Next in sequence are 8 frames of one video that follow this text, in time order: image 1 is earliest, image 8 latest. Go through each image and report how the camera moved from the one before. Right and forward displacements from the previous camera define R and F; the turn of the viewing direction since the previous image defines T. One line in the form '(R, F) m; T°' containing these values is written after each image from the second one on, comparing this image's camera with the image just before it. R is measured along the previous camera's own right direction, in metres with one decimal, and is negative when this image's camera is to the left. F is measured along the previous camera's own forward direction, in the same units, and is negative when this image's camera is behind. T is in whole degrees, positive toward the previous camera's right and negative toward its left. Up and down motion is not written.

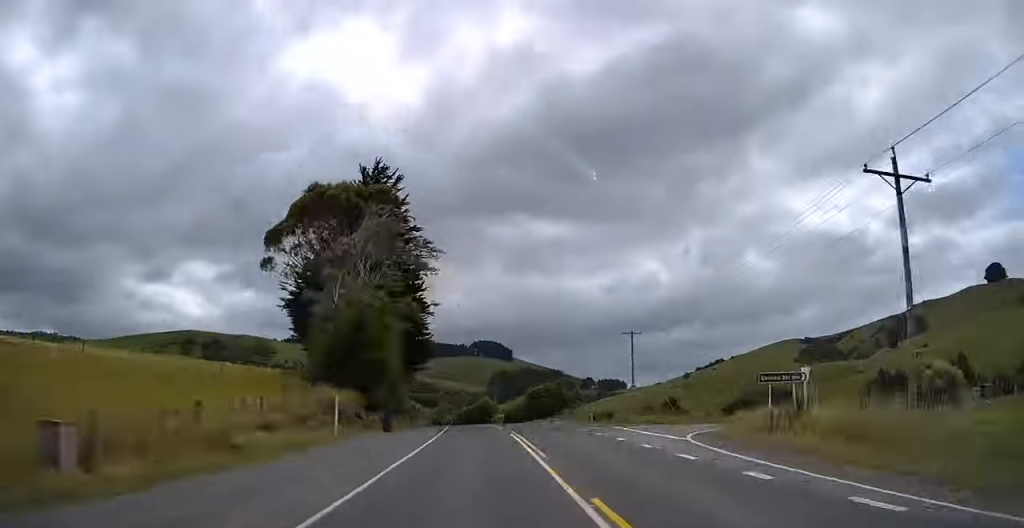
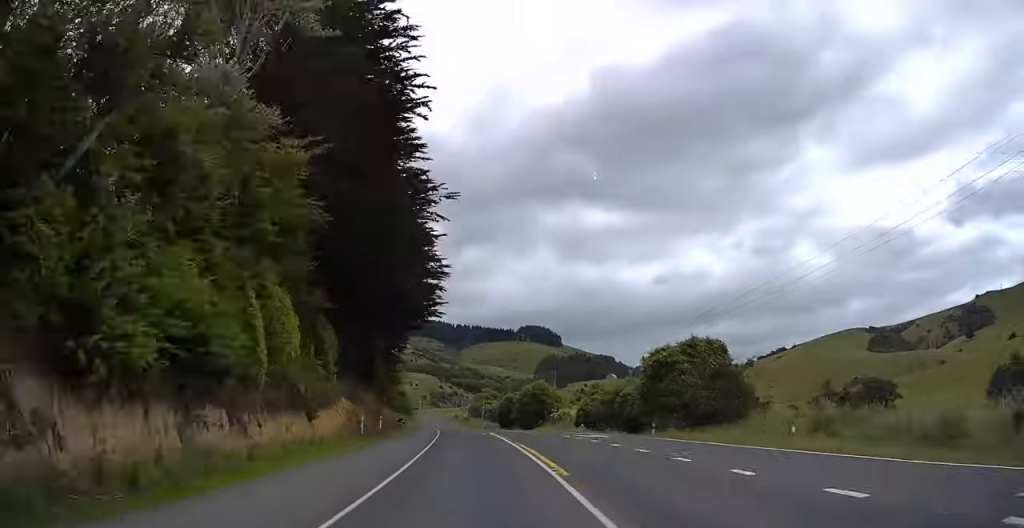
(-0.1, +46.0) m; -3°
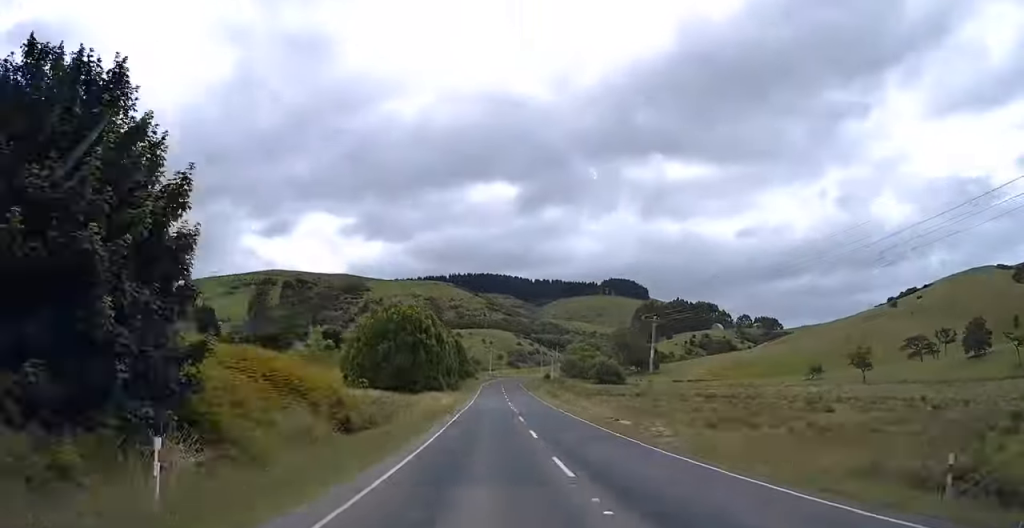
(-6.1, +106.2) m; -3°
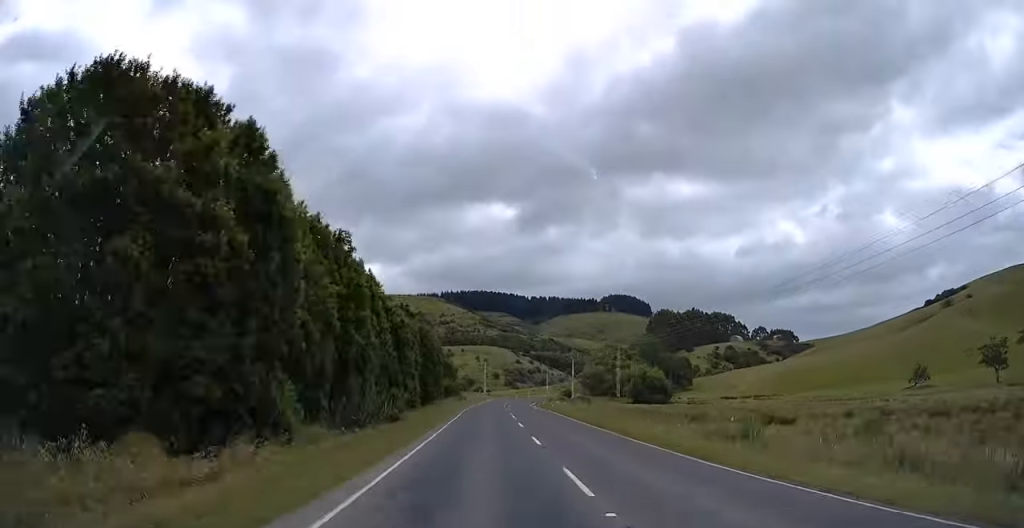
(-0.1, +60.3) m; 0°
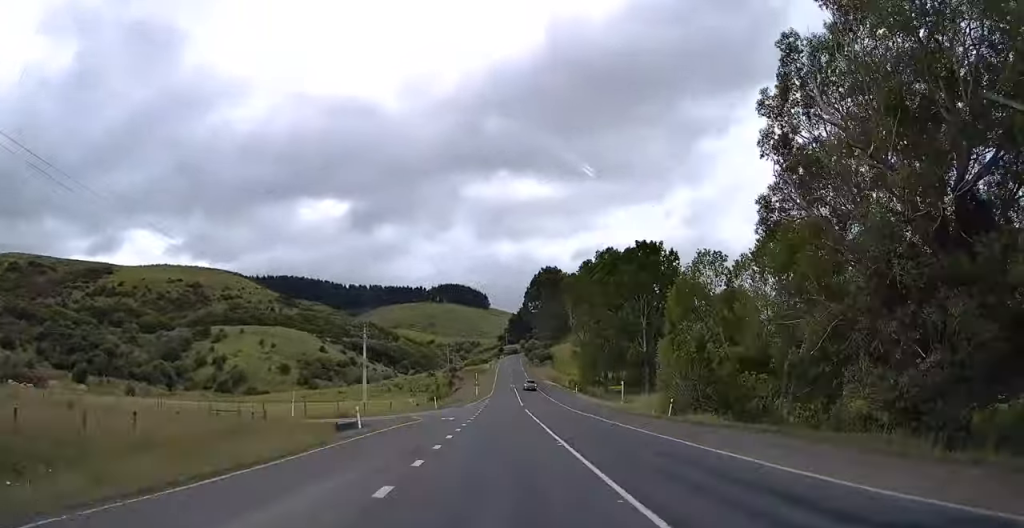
(+18.1, +171.2) m; +14°
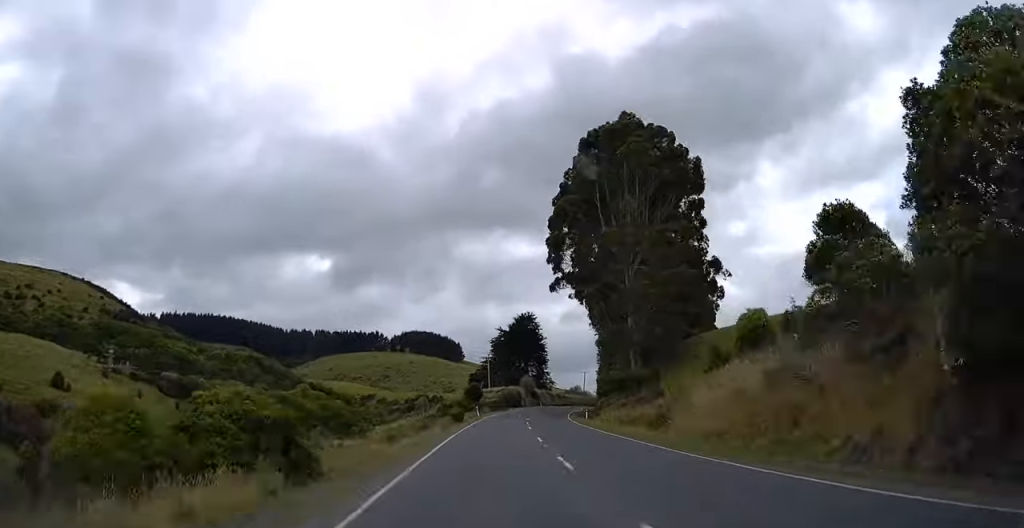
(+9.6, +207.1) m; +6°
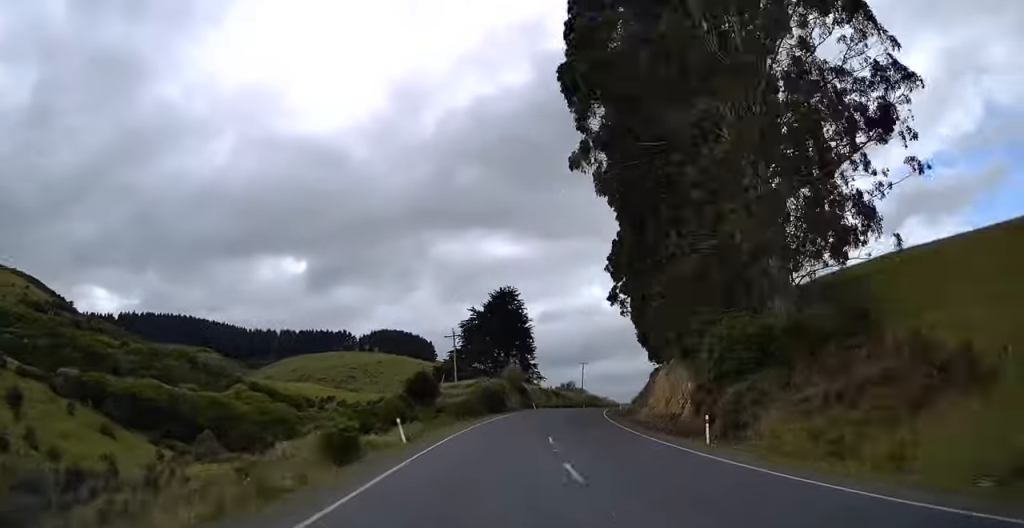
(+1.5, +42.6) m; +4°
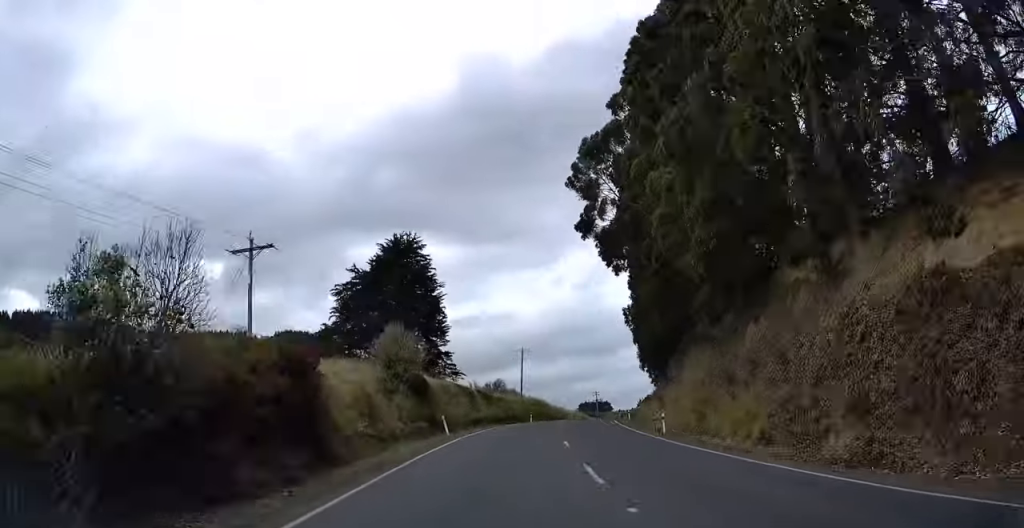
(+0.4, +51.7) m; +5°
